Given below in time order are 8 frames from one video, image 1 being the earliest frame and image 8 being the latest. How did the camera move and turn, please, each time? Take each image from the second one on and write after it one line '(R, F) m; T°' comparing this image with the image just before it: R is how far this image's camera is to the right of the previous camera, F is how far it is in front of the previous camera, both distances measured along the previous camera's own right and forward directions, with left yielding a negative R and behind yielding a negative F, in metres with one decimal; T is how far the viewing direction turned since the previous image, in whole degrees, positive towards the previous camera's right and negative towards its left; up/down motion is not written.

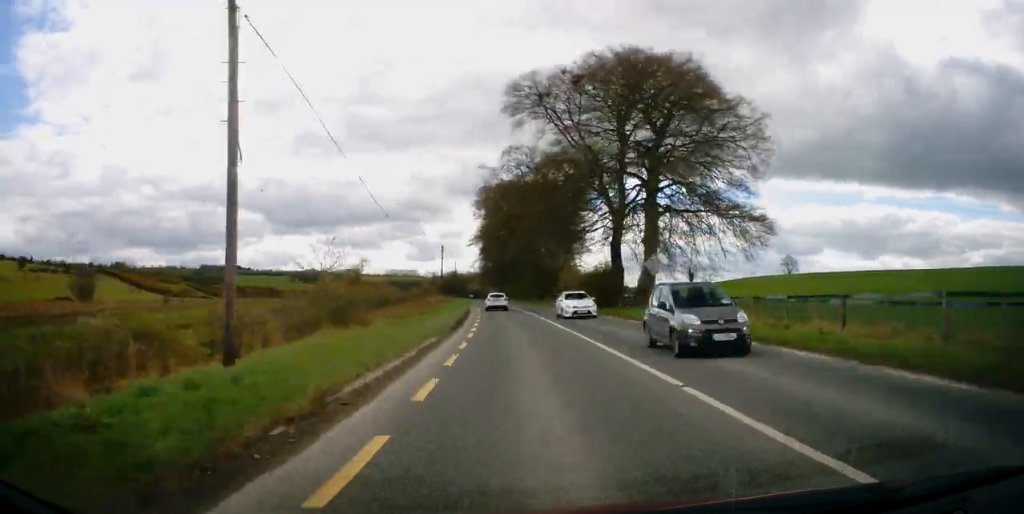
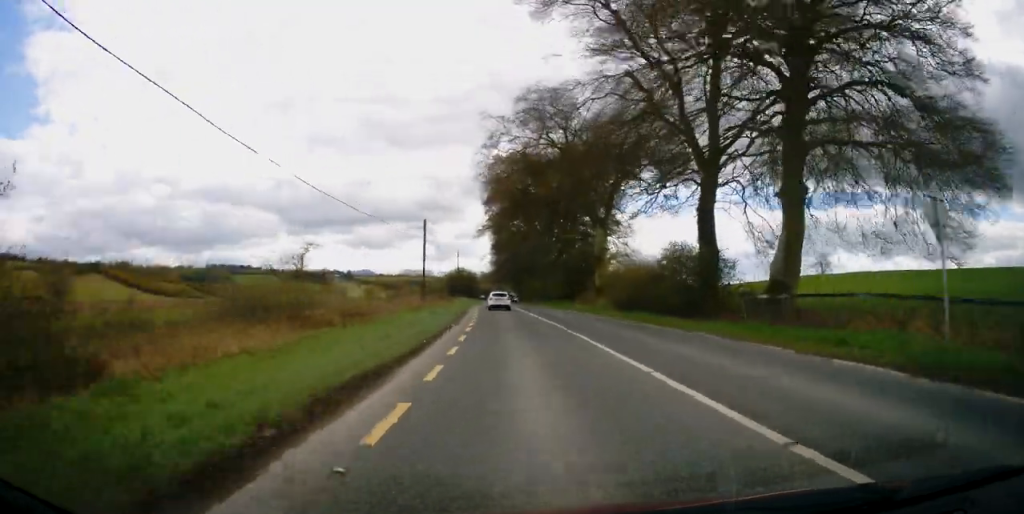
(-0.3, +21.9) m; -2°
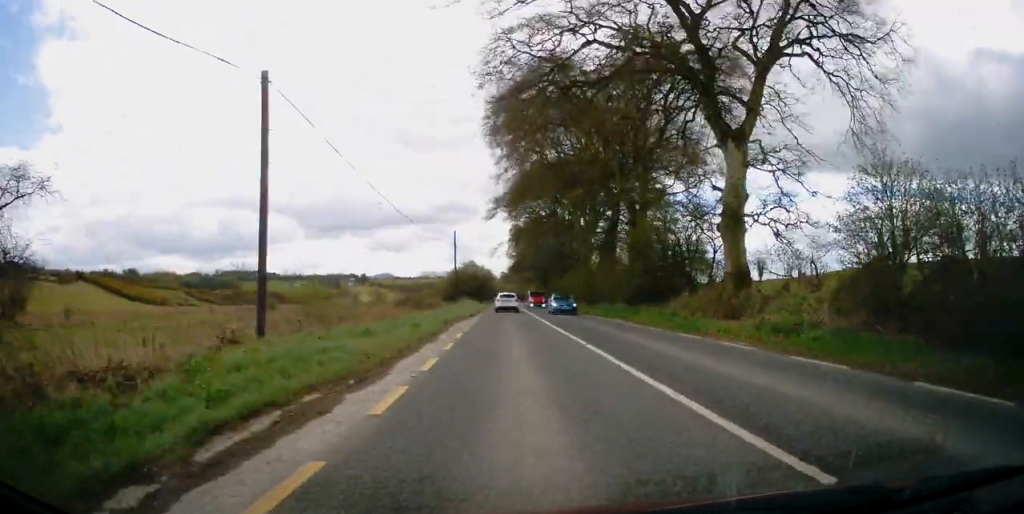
(-0.5, +30.1) m; -2°
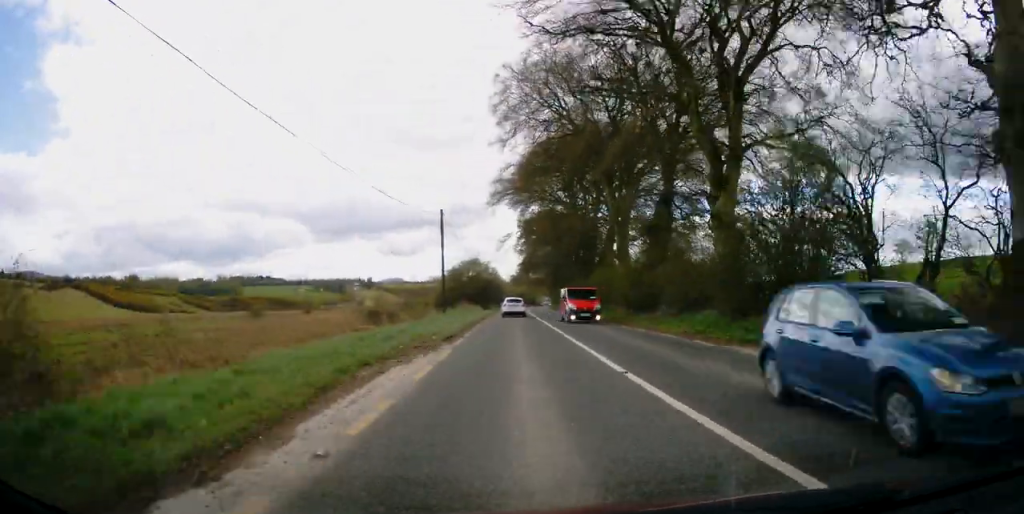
(-0.3, +16.7) m; -1°
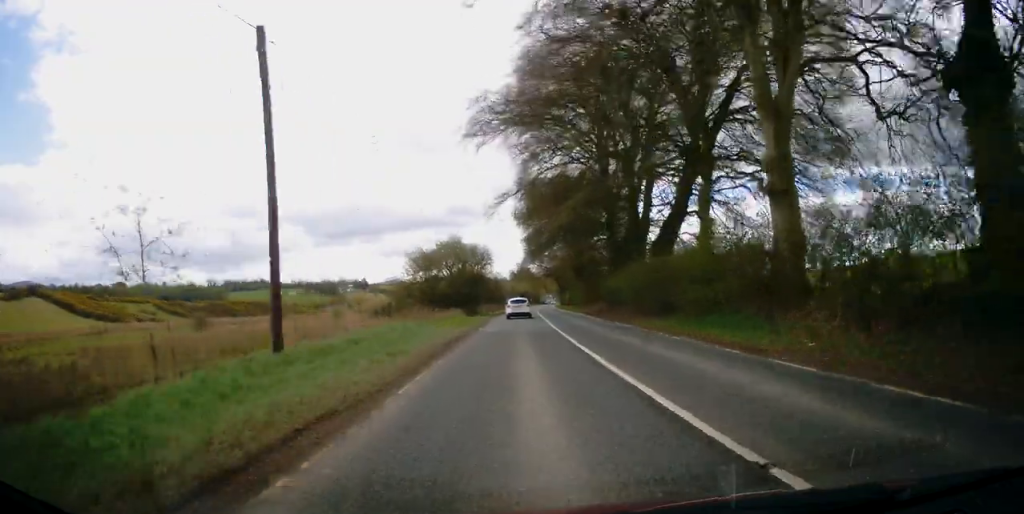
(0.0, +29.6) m; 0°
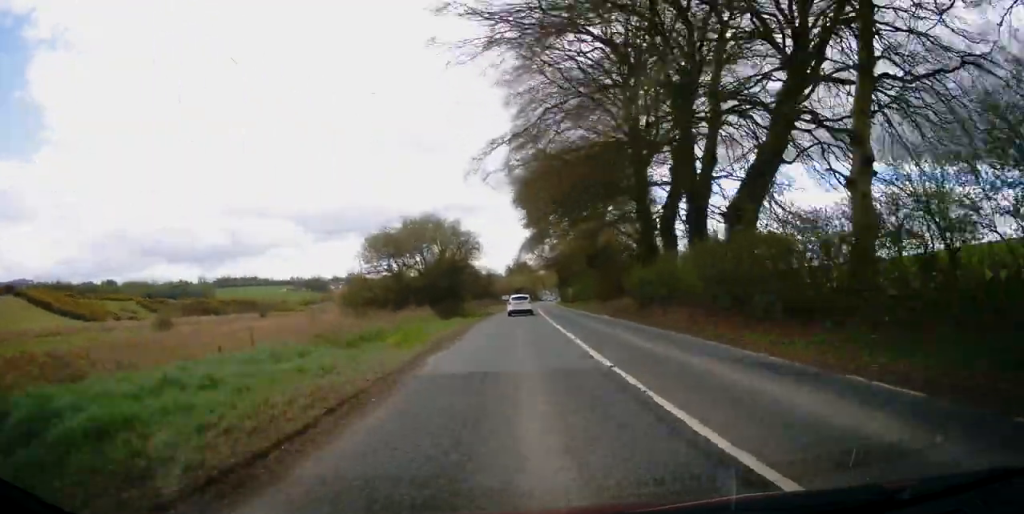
(+0.1, +15.2) m; 0°
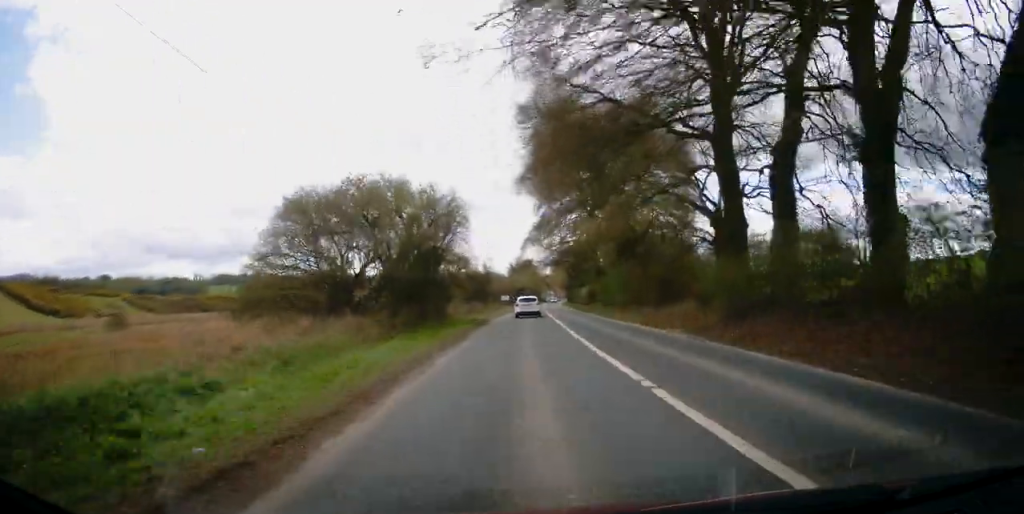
(-0.1, +15.7) m; 0°
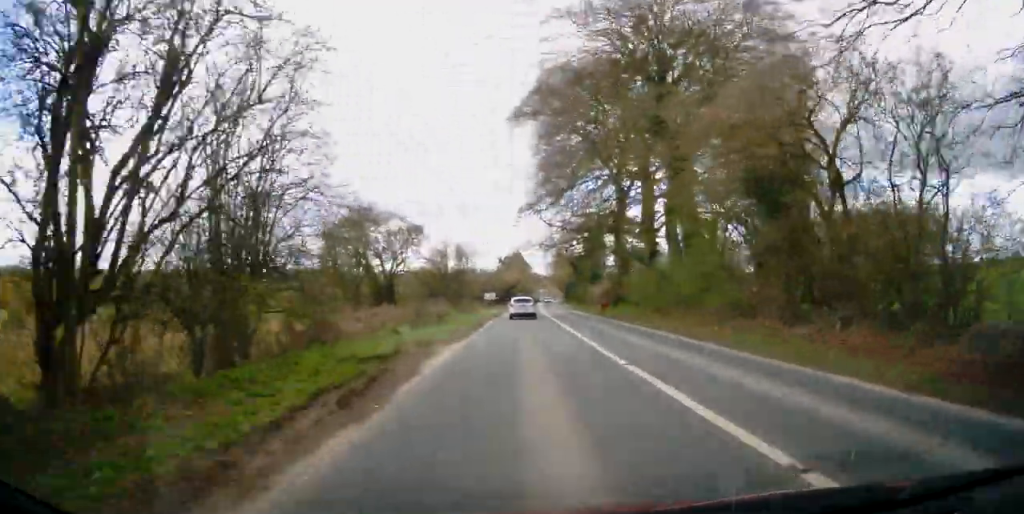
(+0.1, +24.5) m; 0°
